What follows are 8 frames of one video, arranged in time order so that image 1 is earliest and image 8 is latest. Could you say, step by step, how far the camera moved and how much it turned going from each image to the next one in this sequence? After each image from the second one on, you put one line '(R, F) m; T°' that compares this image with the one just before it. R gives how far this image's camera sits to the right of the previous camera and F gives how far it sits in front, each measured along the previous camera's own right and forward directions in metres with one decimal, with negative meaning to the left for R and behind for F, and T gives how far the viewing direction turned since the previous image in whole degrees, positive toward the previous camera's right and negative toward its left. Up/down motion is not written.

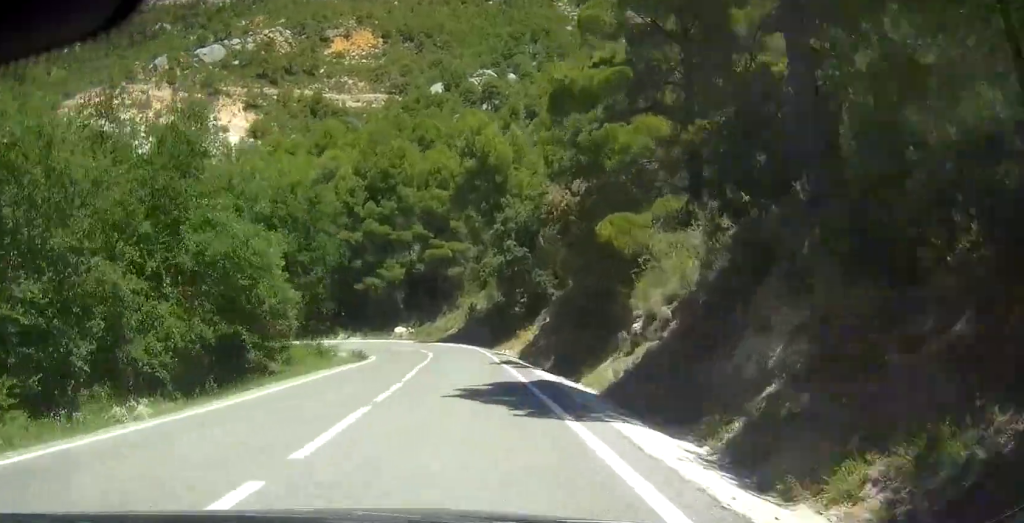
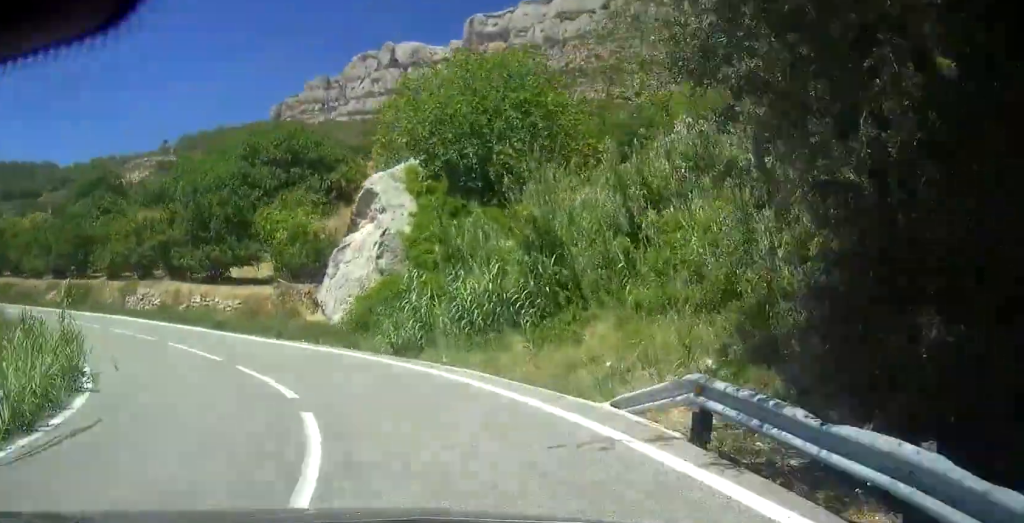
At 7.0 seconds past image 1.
(-27.9, +53.7) m; -89°
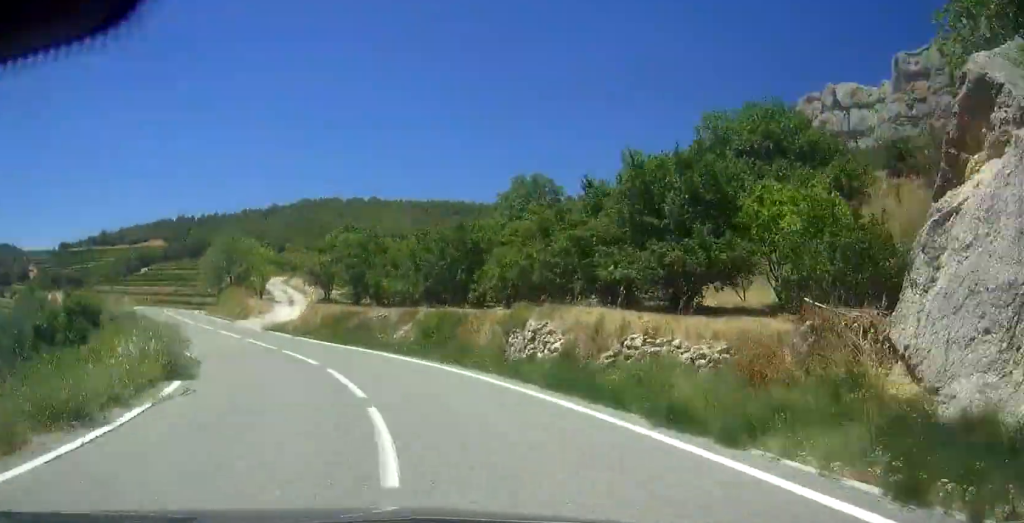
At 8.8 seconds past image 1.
(-9.3, +19.1) m; -23°
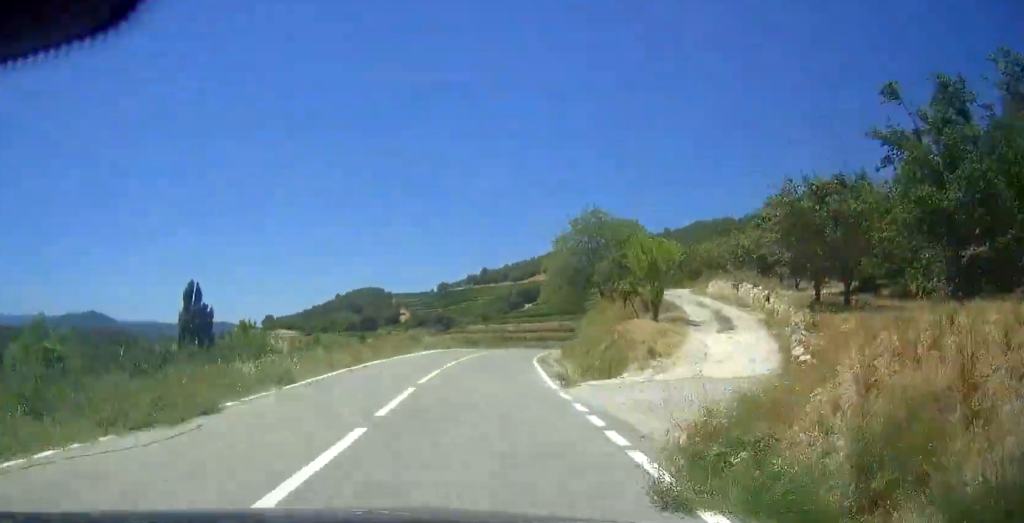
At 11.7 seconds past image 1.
(-10.9, +34.5) m; -17°
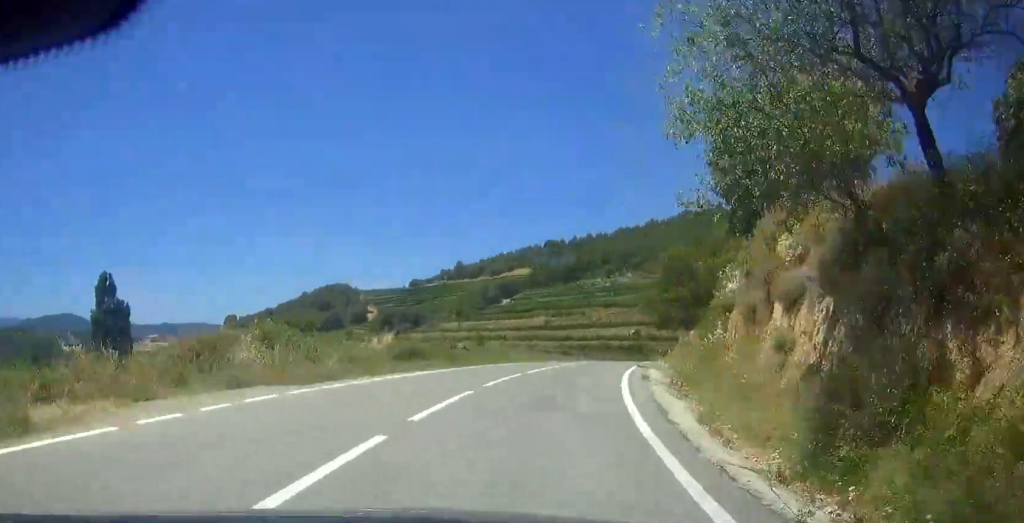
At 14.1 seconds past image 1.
(-4.8, +31.6) m; -2°
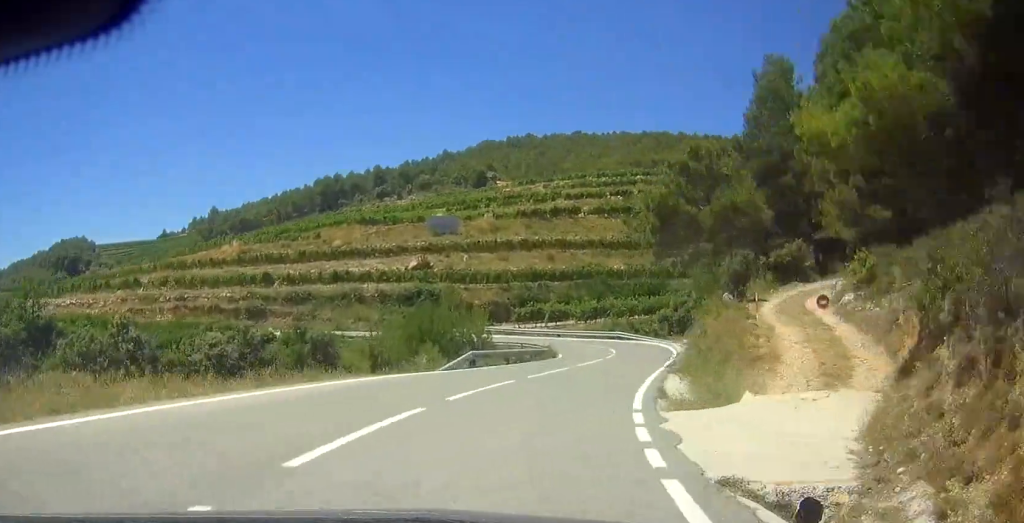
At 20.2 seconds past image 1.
(+13.2, +78.5) m; +7°
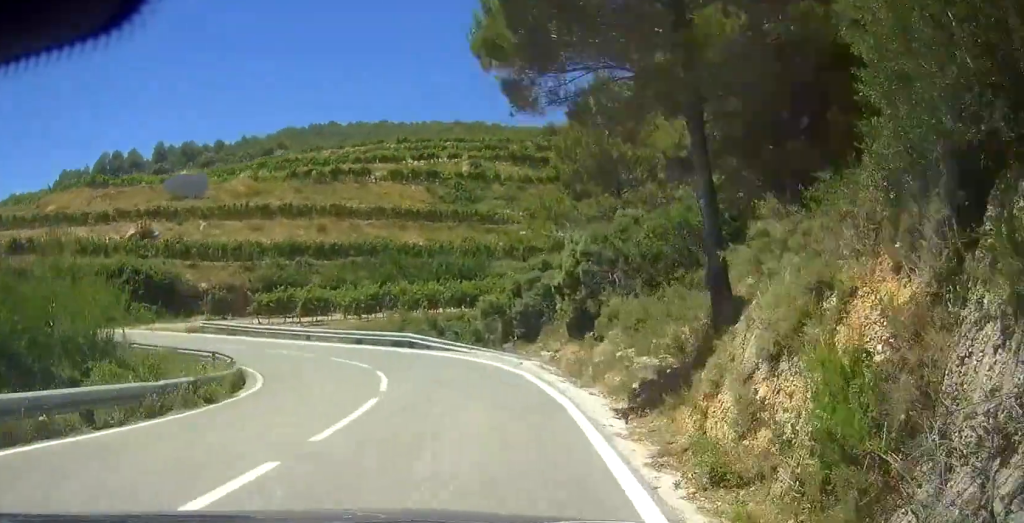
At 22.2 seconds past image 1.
(+2.3, +25.2) m; -6°
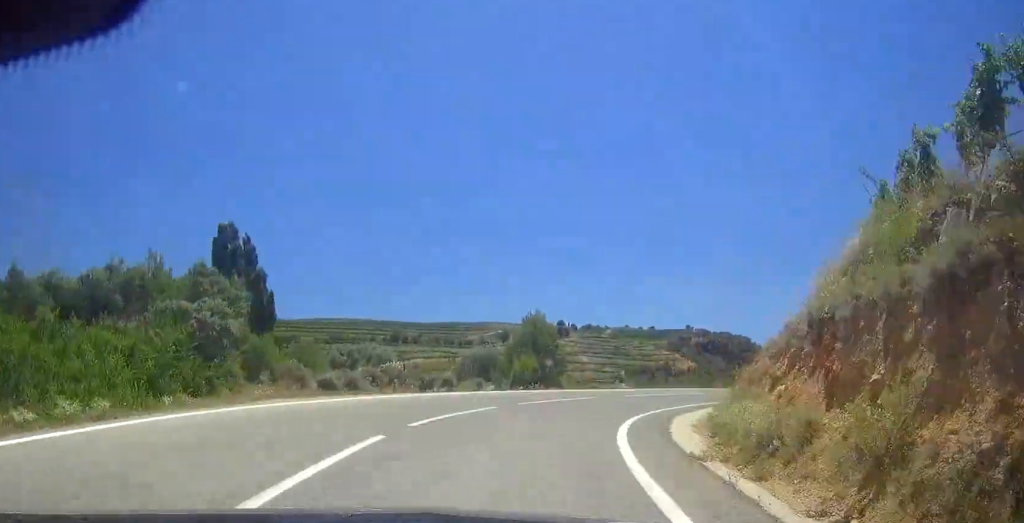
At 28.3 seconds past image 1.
(-31.5, +46.1) m; -52°
